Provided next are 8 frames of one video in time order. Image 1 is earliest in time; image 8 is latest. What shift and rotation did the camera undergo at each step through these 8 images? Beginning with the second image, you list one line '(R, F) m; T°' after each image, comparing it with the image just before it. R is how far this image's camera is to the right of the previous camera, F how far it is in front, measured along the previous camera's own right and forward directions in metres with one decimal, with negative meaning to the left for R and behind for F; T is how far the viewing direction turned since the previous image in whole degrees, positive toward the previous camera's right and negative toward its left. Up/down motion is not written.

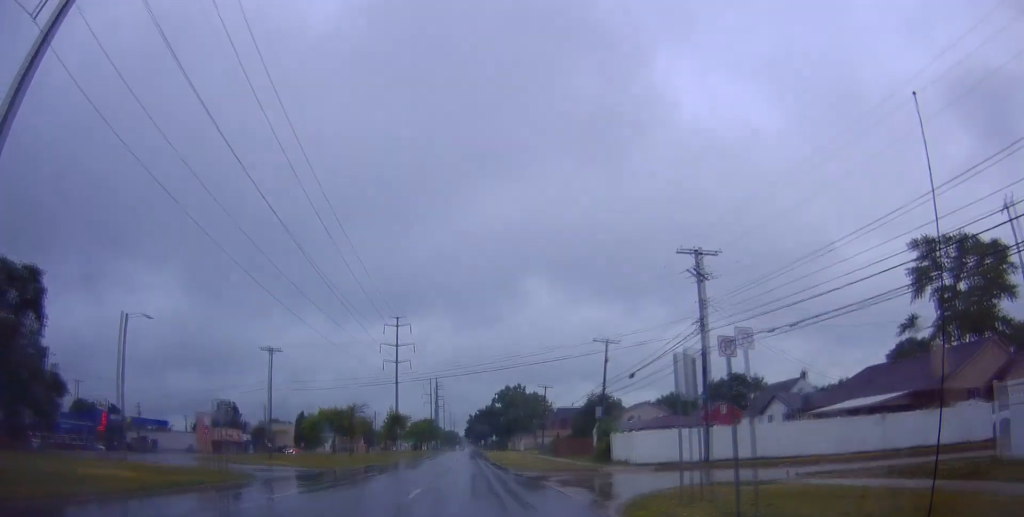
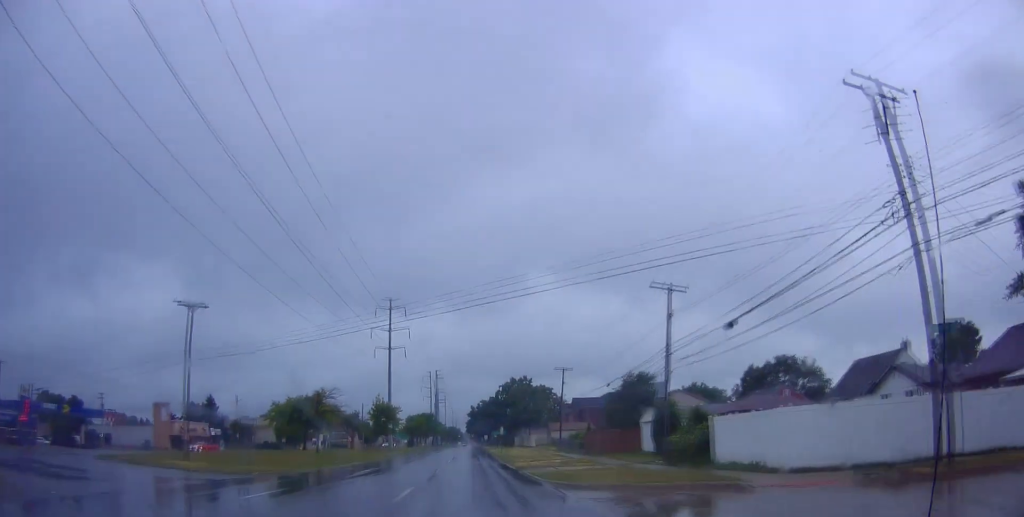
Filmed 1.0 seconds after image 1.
(-0.3, +17.7) m; -1°
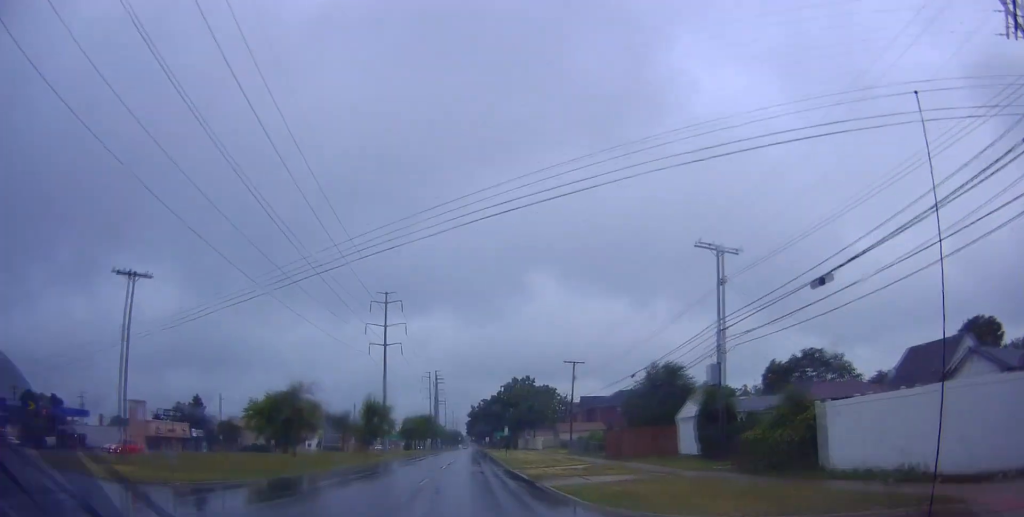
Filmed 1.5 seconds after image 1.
(0.0, +8.3) m; 0°
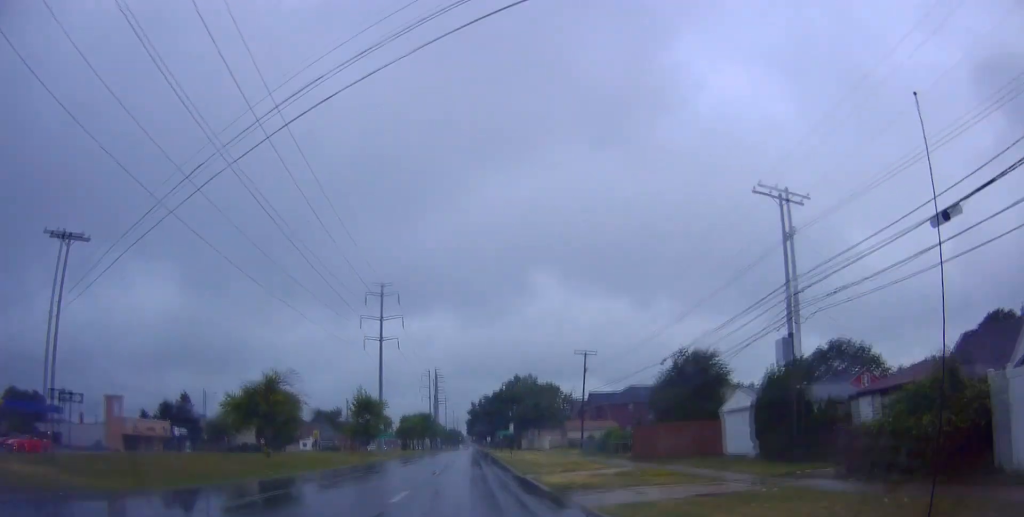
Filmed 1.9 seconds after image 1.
(0.0, +7.0) m; 0°
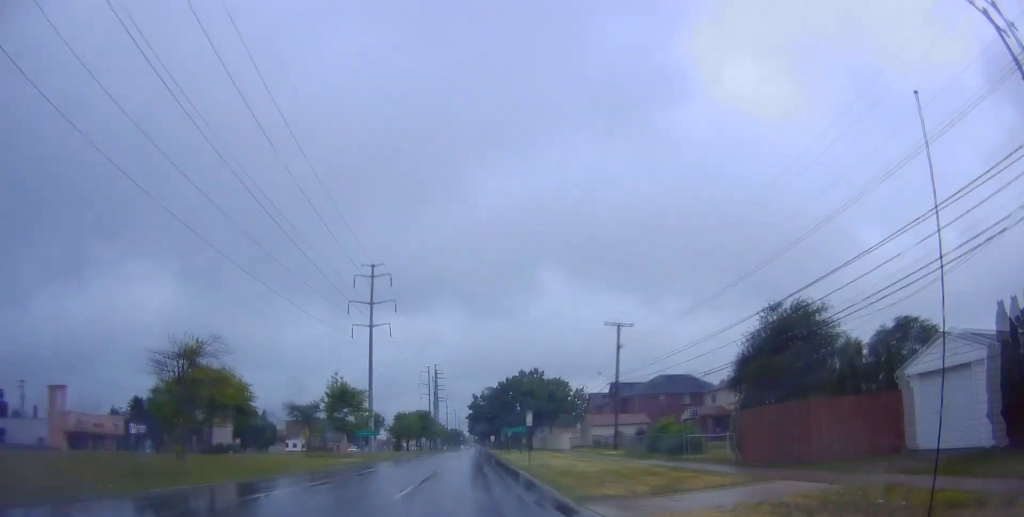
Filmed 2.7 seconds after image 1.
(0.0, +14.8) m; -1°
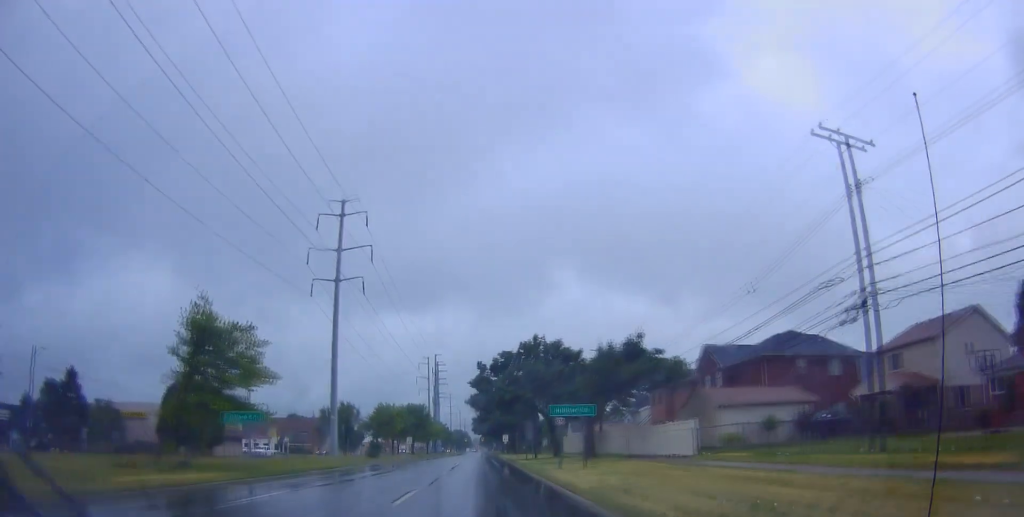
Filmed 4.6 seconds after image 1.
(-1.1, +33.0) m; -2°
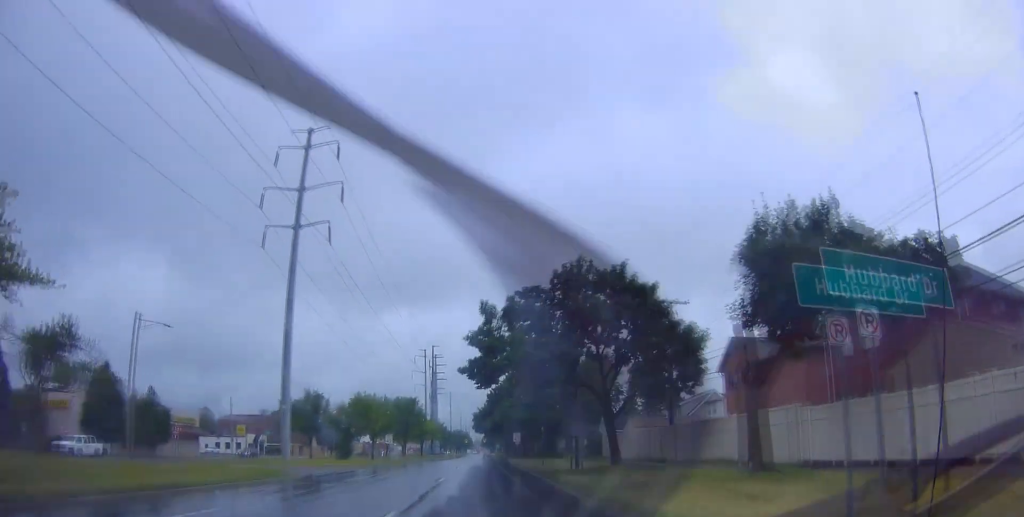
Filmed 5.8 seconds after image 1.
(+0.5, +21.0) m; 0°
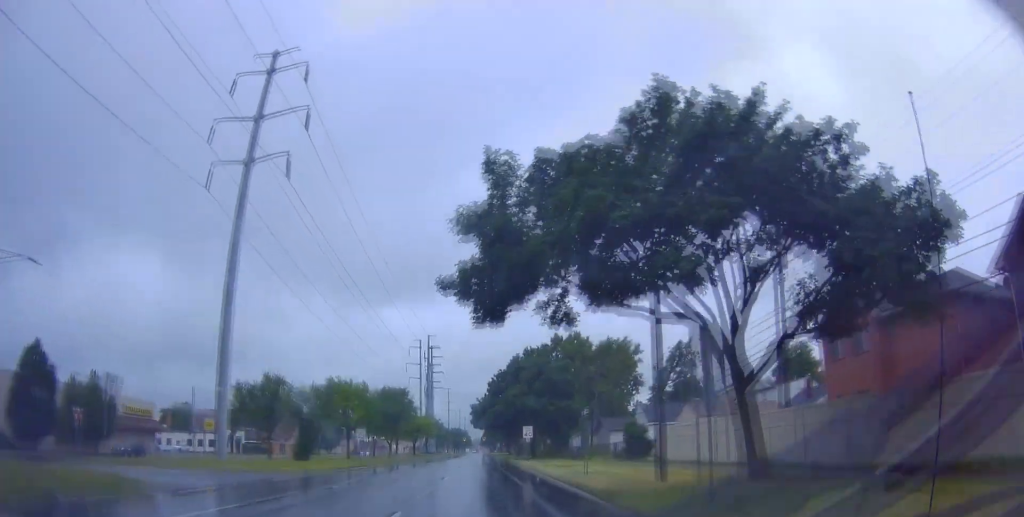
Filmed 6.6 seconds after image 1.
(-0.3, +15.1) m; -2°
